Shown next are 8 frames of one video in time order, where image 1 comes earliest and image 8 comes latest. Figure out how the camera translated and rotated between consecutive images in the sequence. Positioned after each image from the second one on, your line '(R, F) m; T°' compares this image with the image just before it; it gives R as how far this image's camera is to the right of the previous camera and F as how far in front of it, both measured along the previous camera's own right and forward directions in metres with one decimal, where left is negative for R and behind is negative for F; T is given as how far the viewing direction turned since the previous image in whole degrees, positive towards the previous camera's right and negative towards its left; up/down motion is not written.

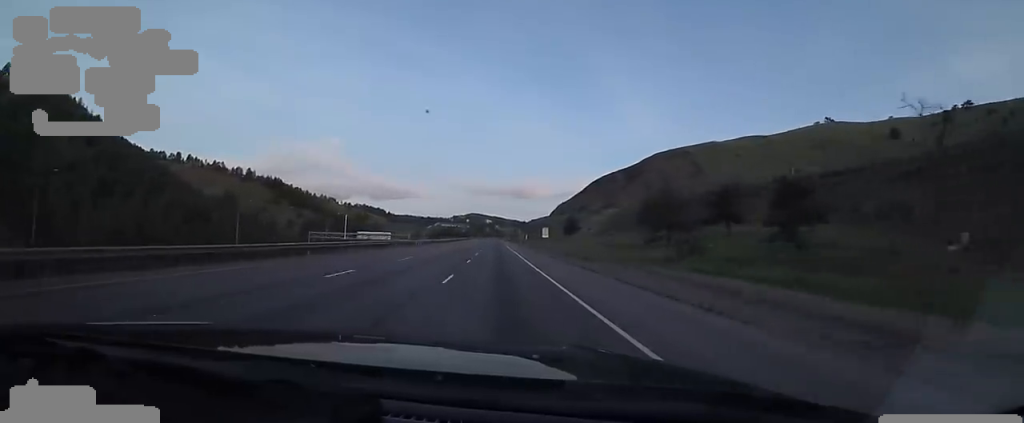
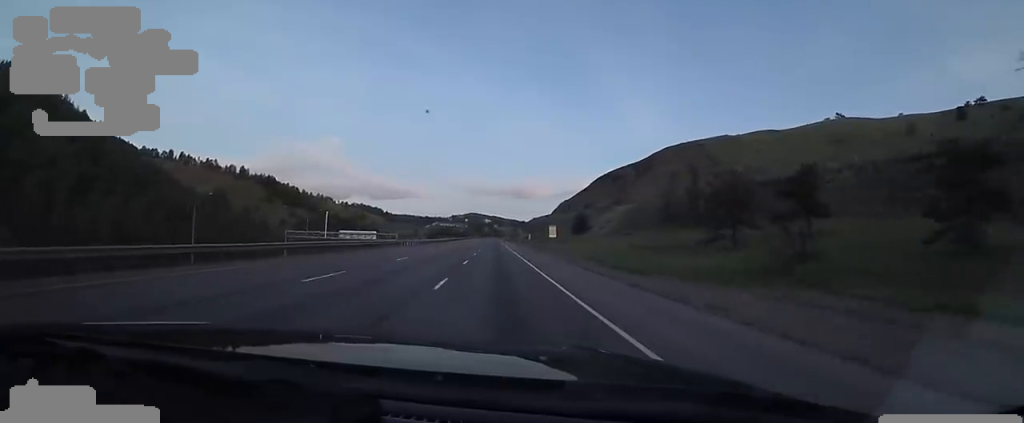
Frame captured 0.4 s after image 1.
(+0.2, +13.2) m; +1°
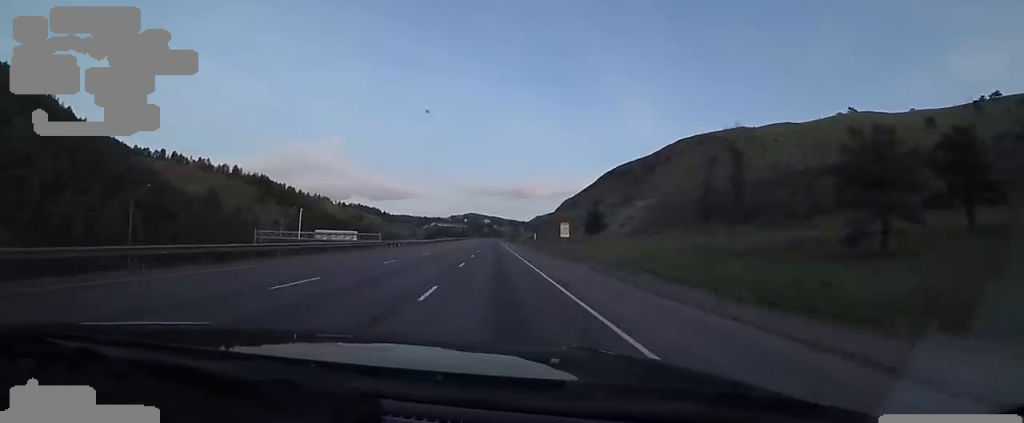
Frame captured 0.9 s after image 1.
(+0.7, +14.2) m; 0°
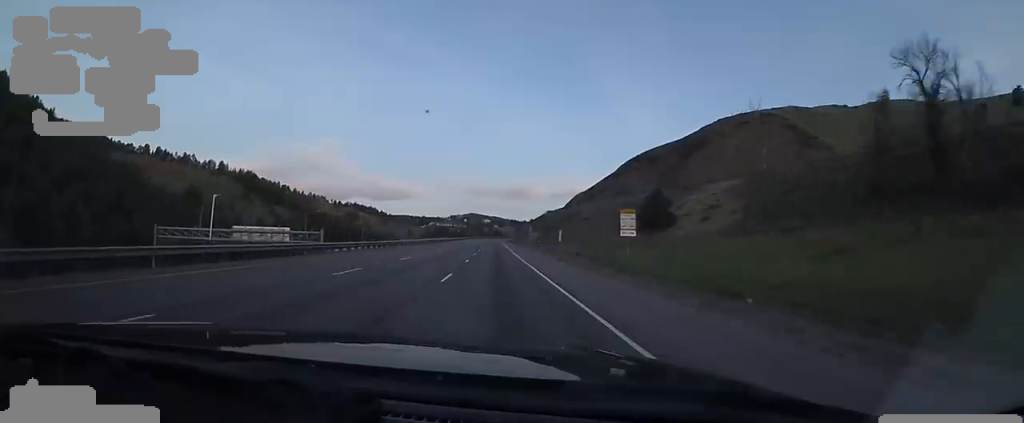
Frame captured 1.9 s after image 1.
(-0.6, +30.4) m; -2°
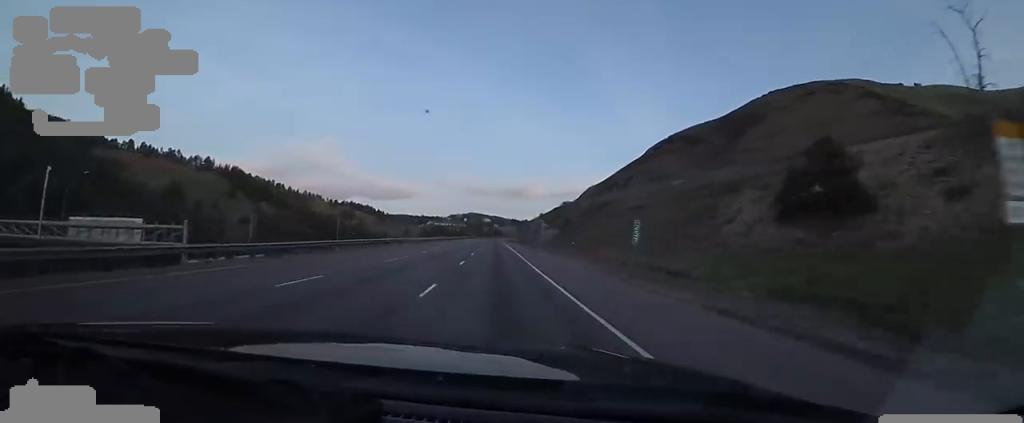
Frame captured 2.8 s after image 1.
(-0.4, +27.9) m; -1°
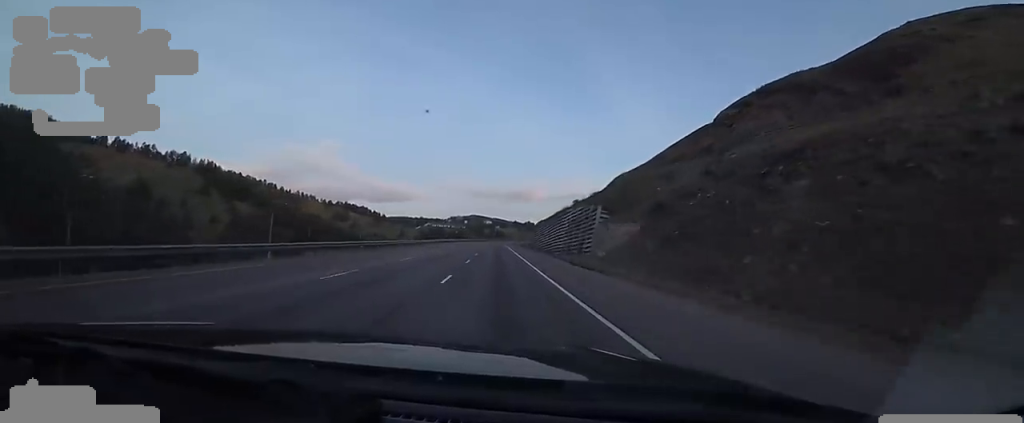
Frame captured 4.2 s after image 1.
(0.0, +44.7) m; 0°
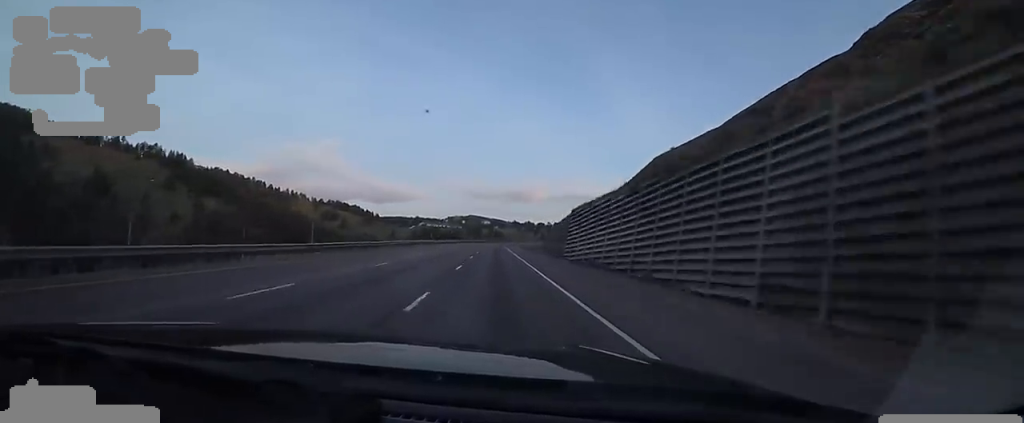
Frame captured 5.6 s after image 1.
(0.0, +40.8) m; +1°
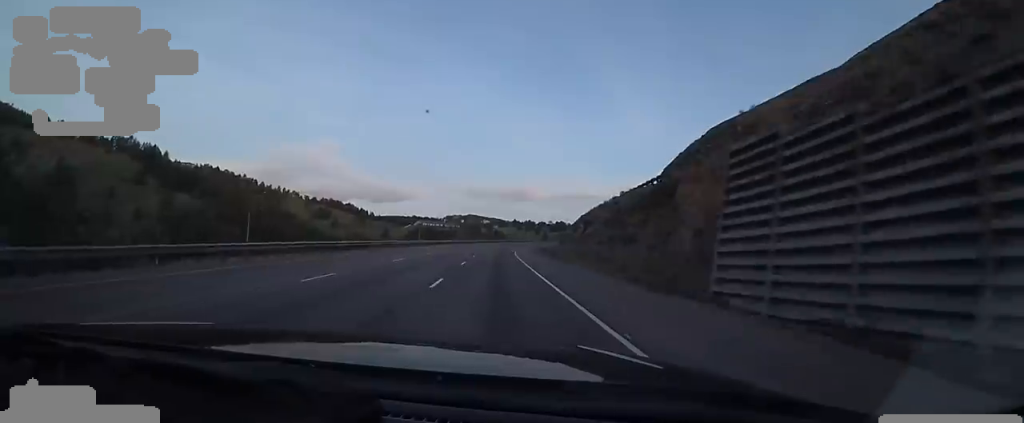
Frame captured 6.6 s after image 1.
(+0.7, +31.2) m; +2°
